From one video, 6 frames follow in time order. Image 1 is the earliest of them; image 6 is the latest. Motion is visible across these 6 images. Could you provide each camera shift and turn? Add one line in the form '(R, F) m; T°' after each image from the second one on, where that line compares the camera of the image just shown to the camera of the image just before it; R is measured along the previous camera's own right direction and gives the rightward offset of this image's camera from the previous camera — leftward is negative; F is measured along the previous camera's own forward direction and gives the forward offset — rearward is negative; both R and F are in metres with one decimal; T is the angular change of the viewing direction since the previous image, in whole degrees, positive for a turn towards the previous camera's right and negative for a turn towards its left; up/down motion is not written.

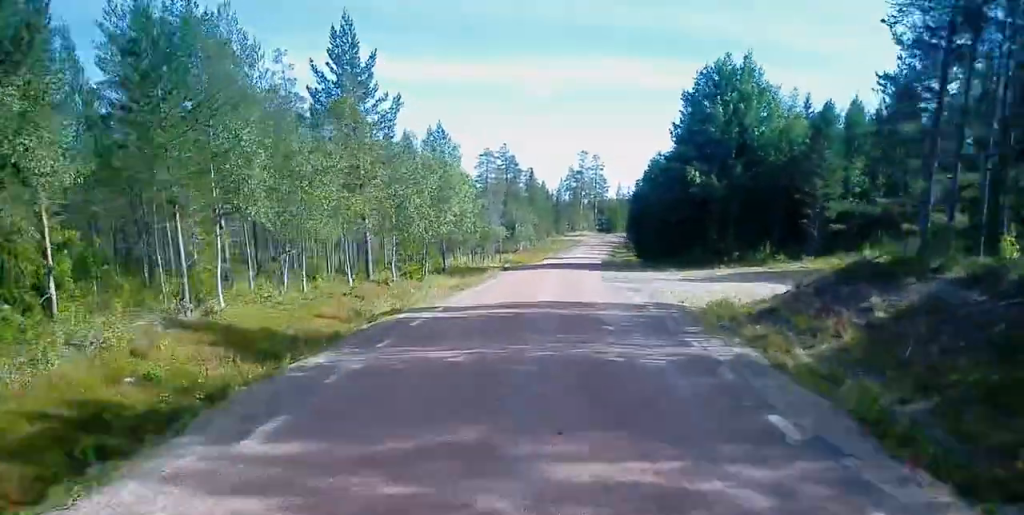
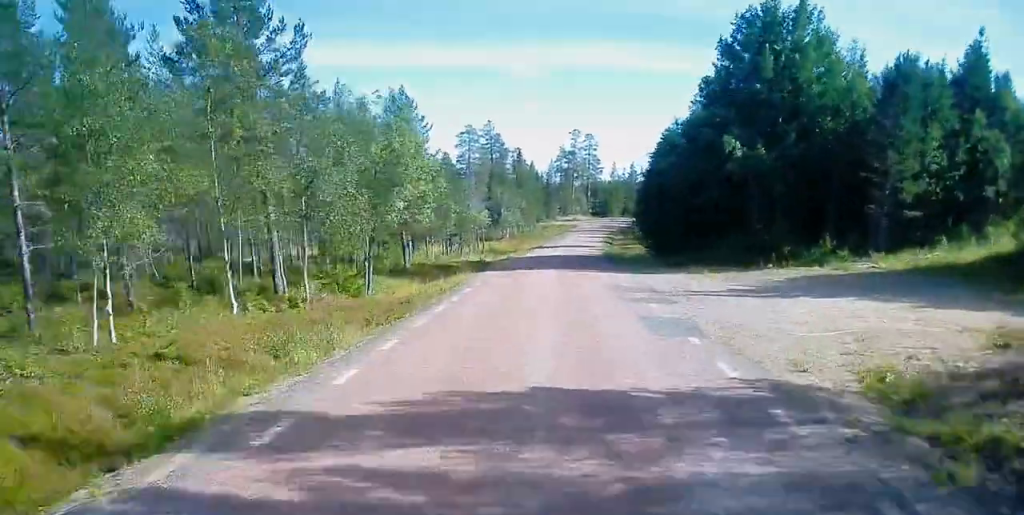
(+0.1, +12.0) m; 0°
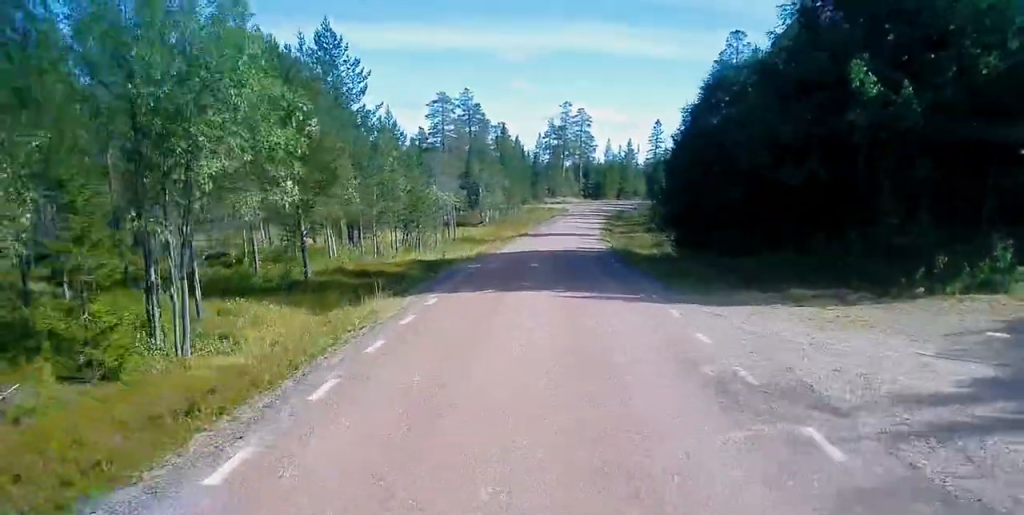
(0.0, +16.4) m; +1°
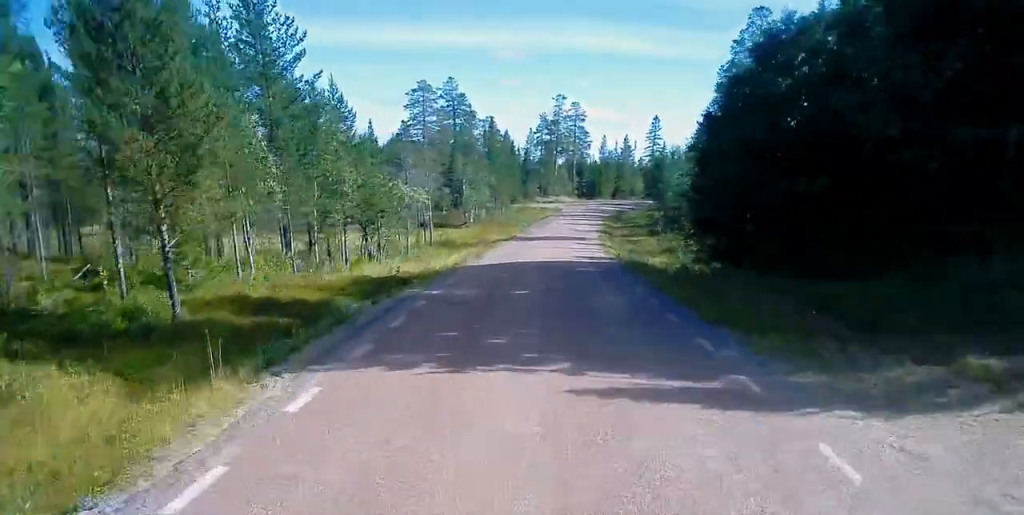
(-0.1, +9.8) m; +2°
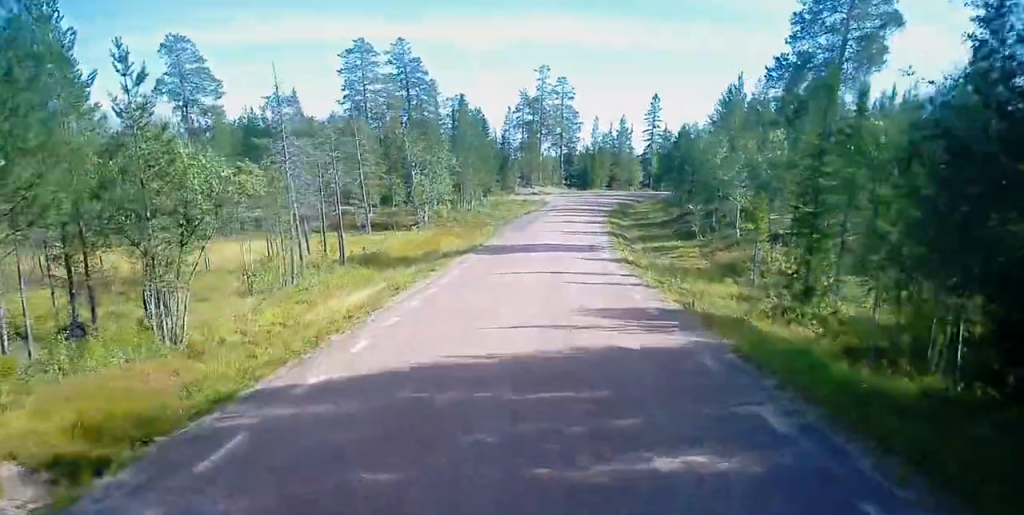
(+1.2, +22.6) m; +3°
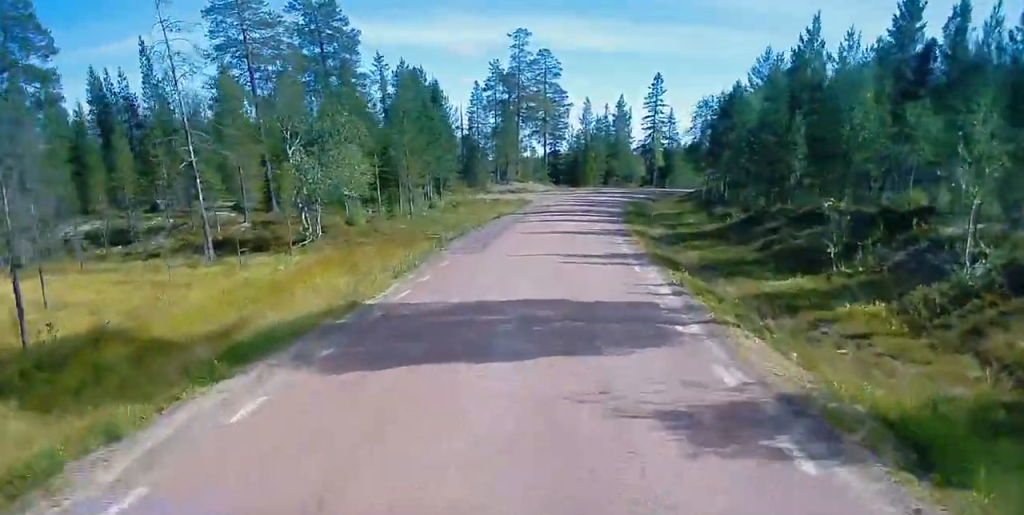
(0.0, +25.1) m; 0°
